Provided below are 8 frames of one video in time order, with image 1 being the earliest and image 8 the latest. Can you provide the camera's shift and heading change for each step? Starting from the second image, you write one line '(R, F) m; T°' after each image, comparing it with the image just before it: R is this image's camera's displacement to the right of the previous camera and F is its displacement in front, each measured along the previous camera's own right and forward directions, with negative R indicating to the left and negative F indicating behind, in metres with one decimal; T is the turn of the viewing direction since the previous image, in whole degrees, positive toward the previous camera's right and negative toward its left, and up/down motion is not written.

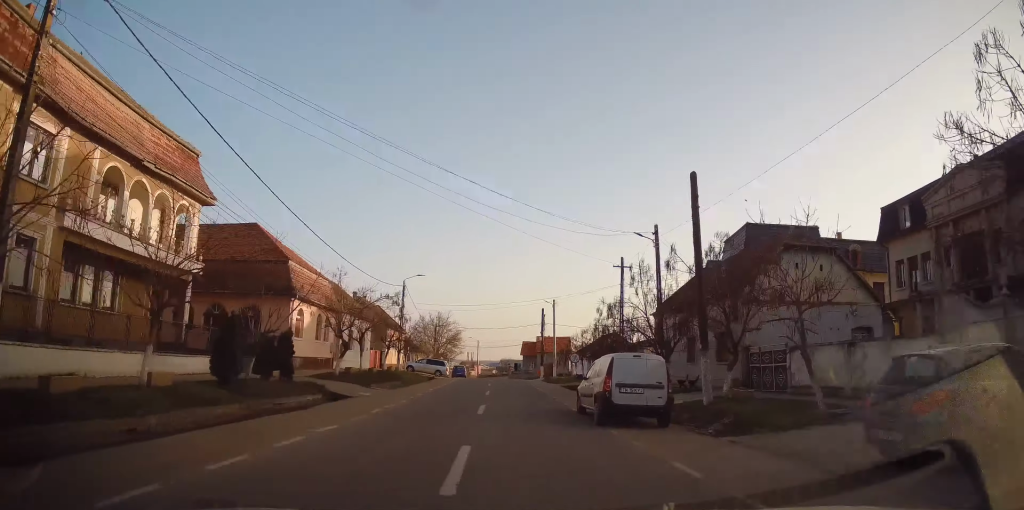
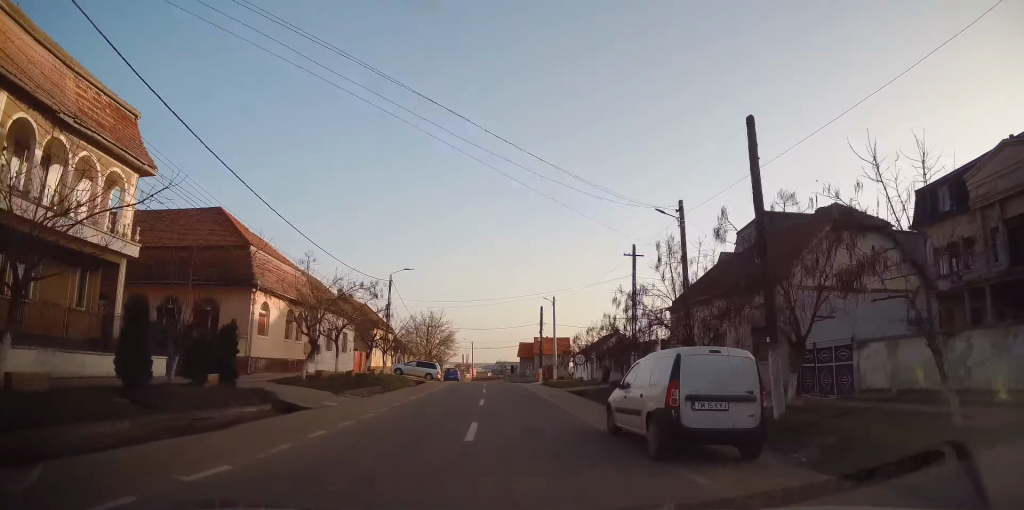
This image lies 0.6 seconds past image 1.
(0.0, +3.4) m; -1°
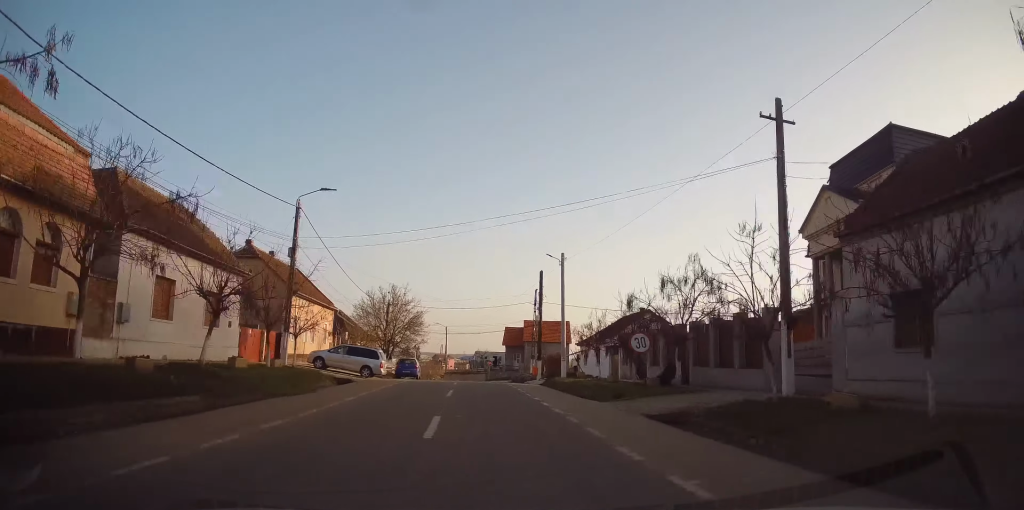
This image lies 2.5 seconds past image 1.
(+0.2, +14.8) m; +3°
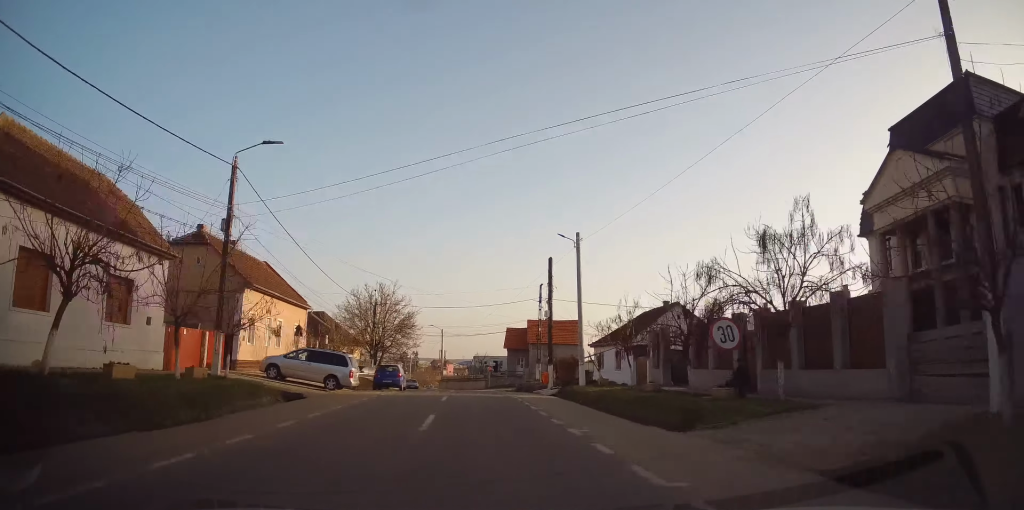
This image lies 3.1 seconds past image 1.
(+0.1, +6.2) m; 0°
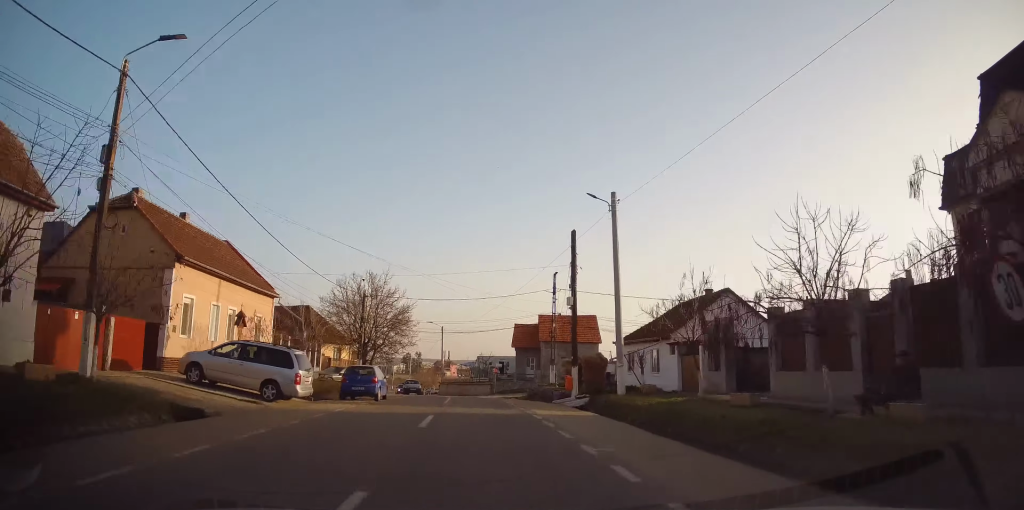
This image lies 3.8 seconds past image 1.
(+0.1, +7.0) m; 0°
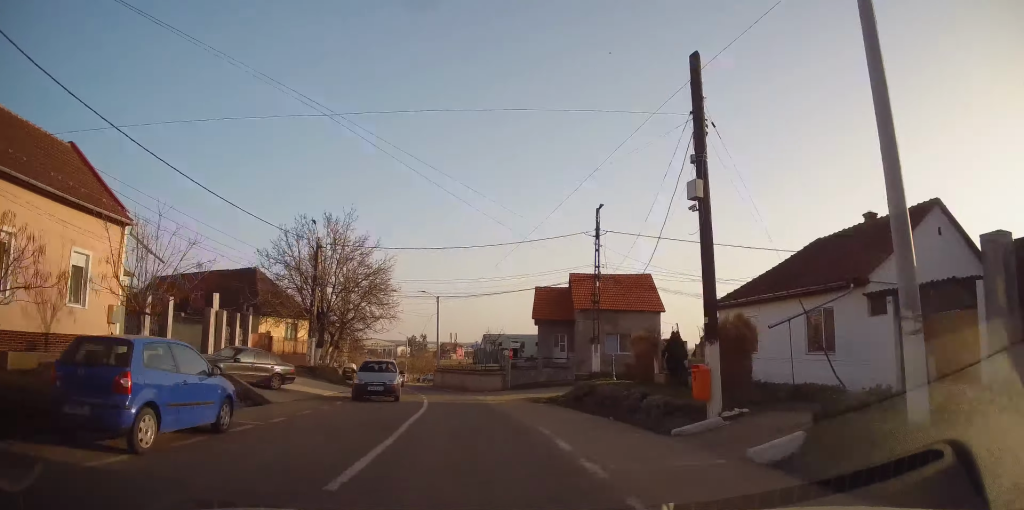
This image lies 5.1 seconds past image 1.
(+0.1, +15.0) m; 0°
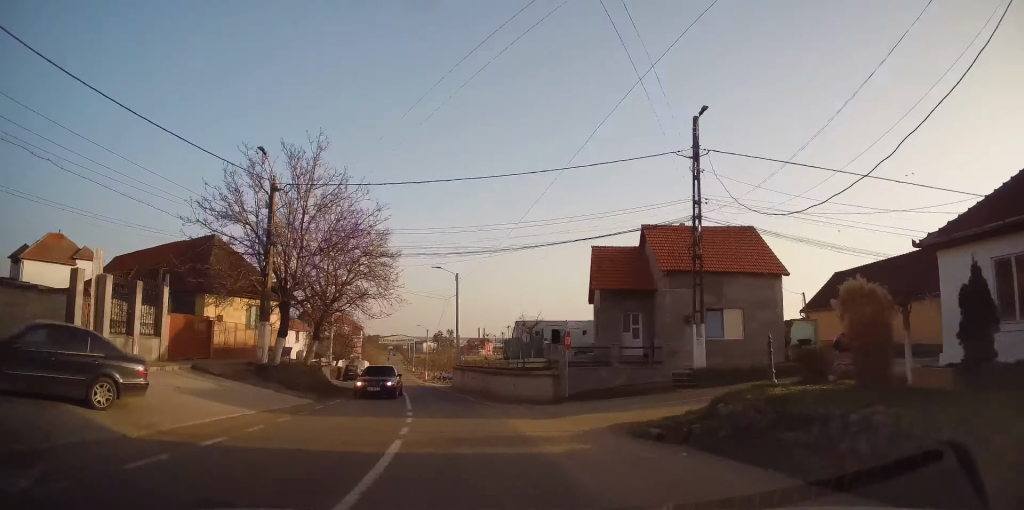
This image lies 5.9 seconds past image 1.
(+0.1, +11.1) m; -2°
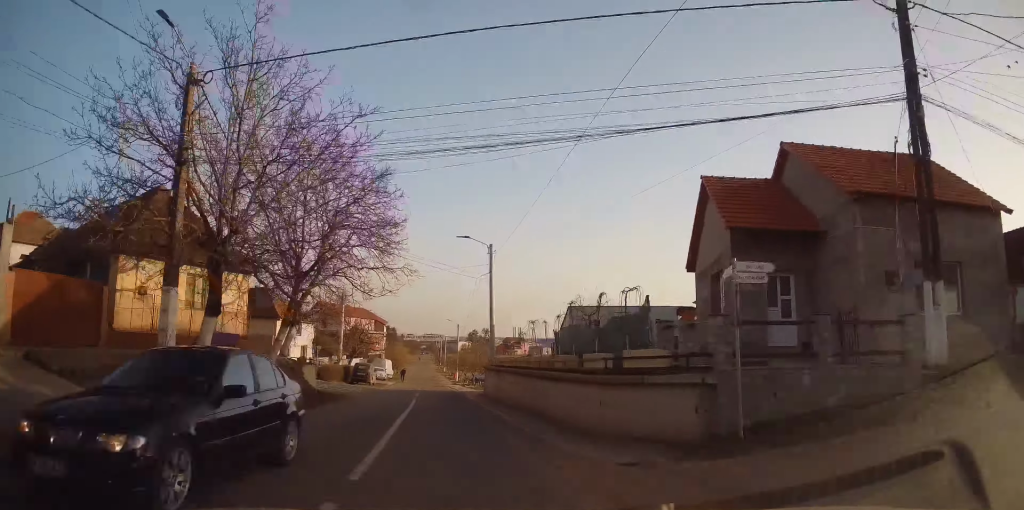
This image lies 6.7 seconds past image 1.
(-0.5, +9.8) m; -2°
